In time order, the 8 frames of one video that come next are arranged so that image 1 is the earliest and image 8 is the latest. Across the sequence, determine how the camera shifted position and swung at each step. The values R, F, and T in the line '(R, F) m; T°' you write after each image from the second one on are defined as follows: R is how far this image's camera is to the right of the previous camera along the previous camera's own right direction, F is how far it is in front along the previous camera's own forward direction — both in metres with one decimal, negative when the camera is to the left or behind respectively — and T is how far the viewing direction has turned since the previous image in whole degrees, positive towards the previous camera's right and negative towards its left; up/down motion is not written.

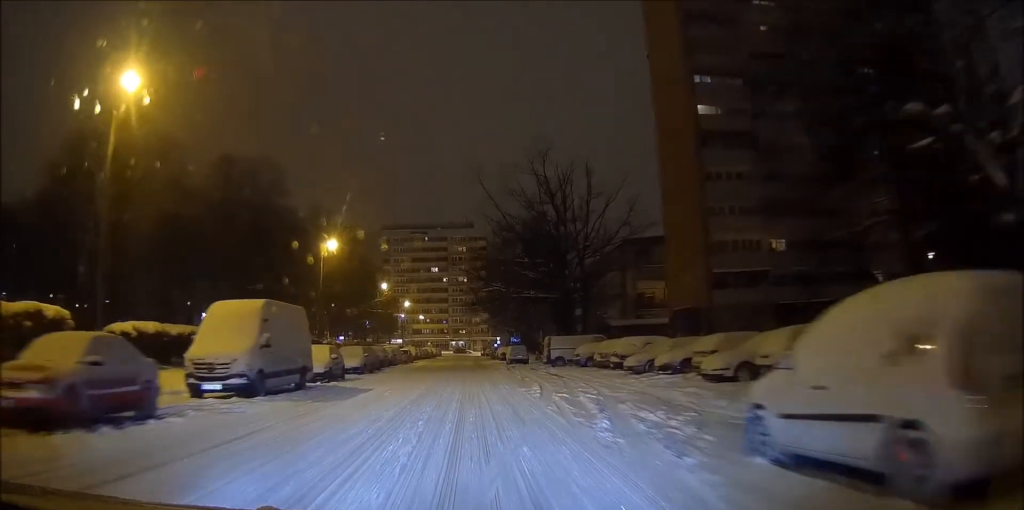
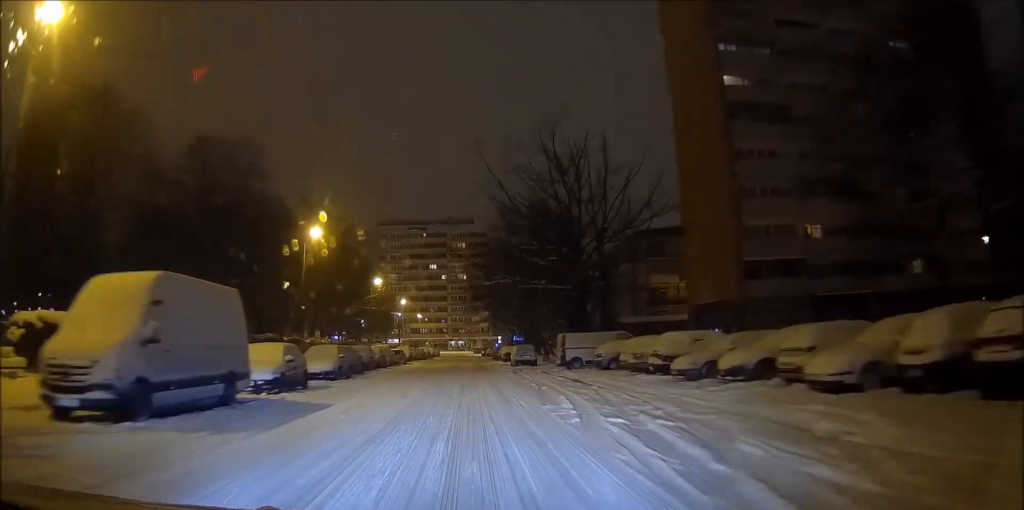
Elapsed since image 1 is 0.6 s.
(0.0, +6.7) m; 0°
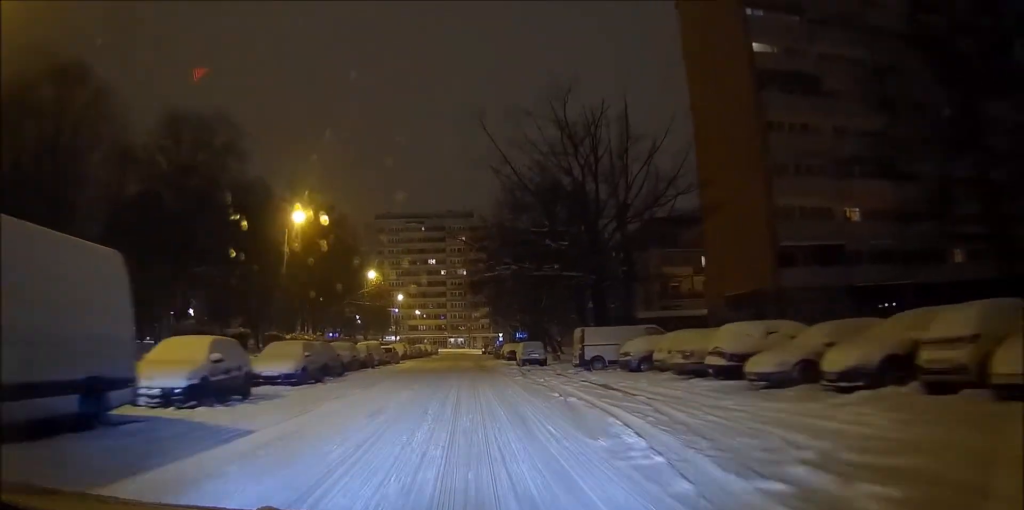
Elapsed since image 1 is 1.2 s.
(0.0, +6.0) m; 0°
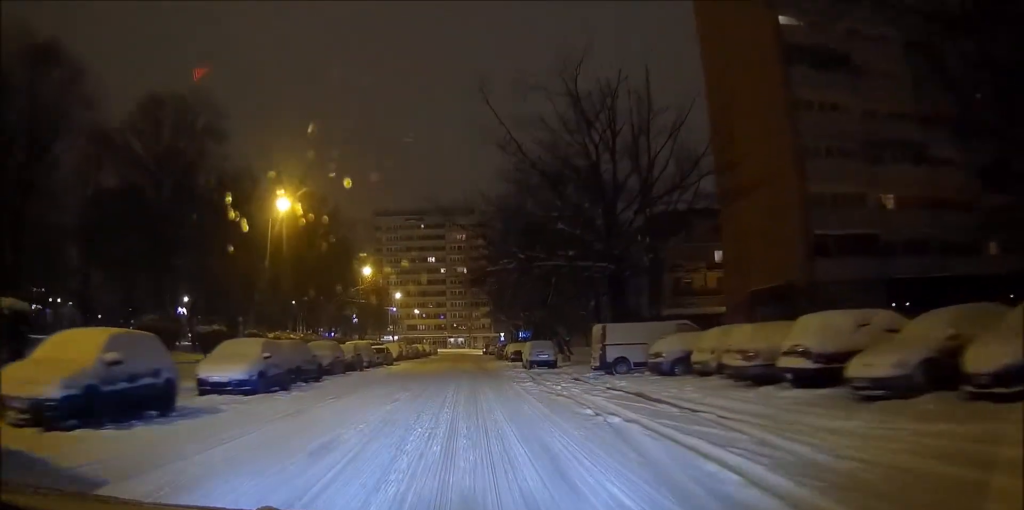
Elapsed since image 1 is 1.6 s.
(+0.1, +4.6) m; 0°
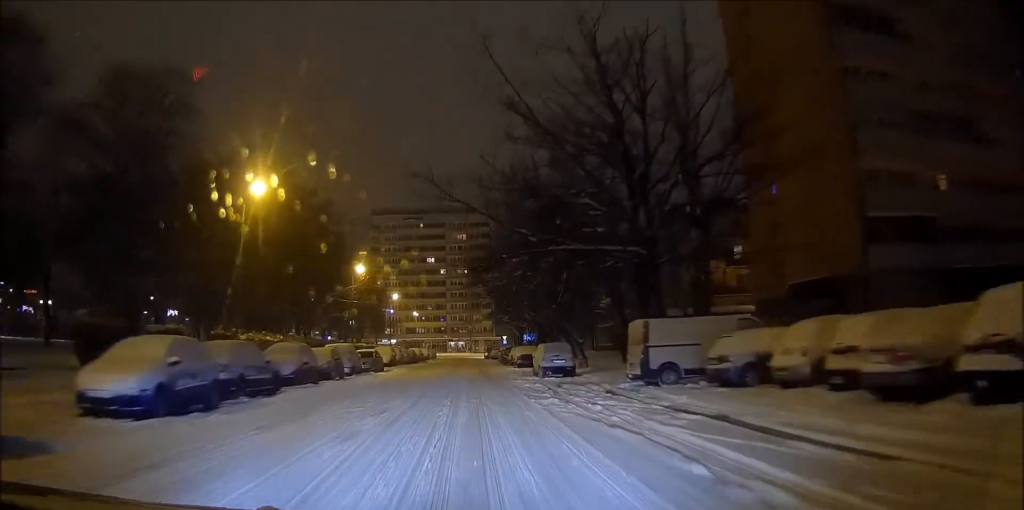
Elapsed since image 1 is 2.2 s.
(-0.1, +6.0) m; 0°
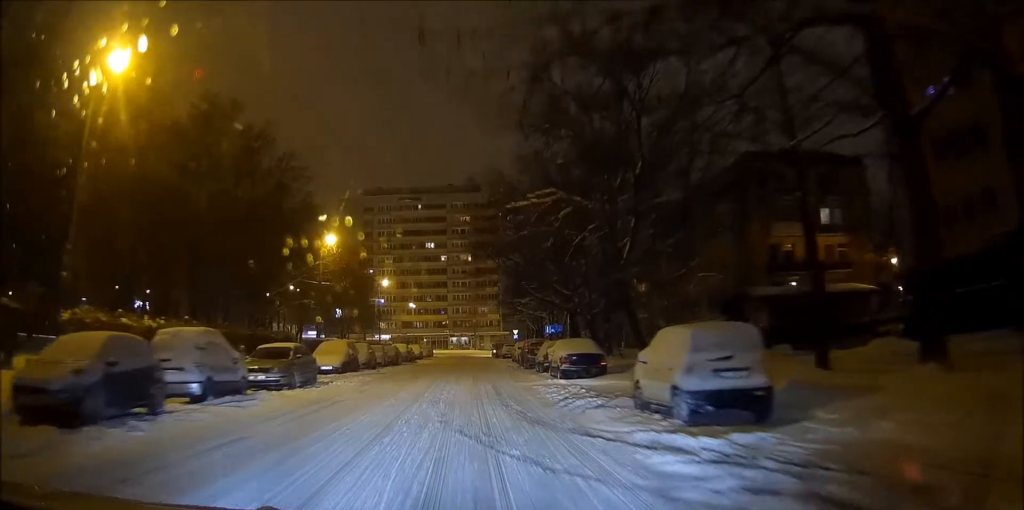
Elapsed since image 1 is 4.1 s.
(+0.1, +19.6) m; 0°
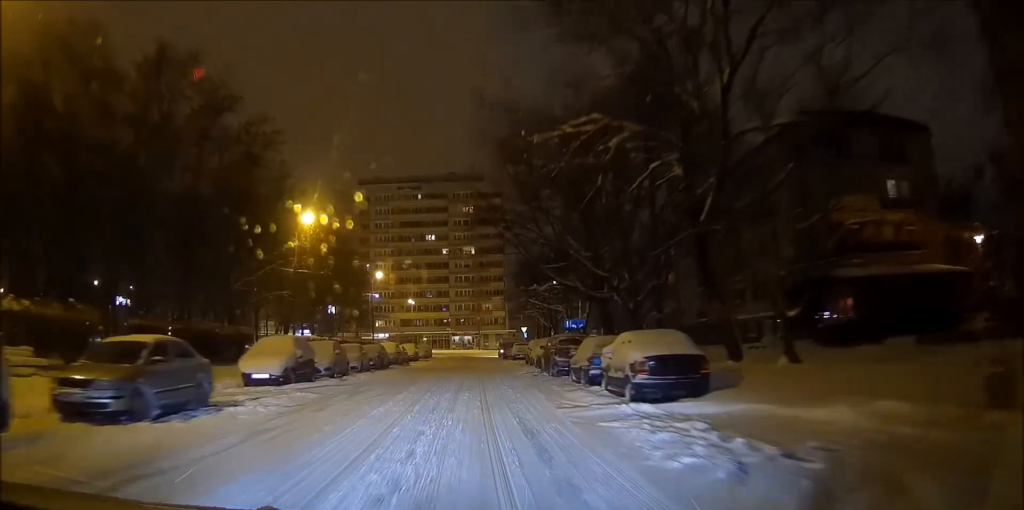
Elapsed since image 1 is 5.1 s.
(-0.1, +10.6) m; 0°
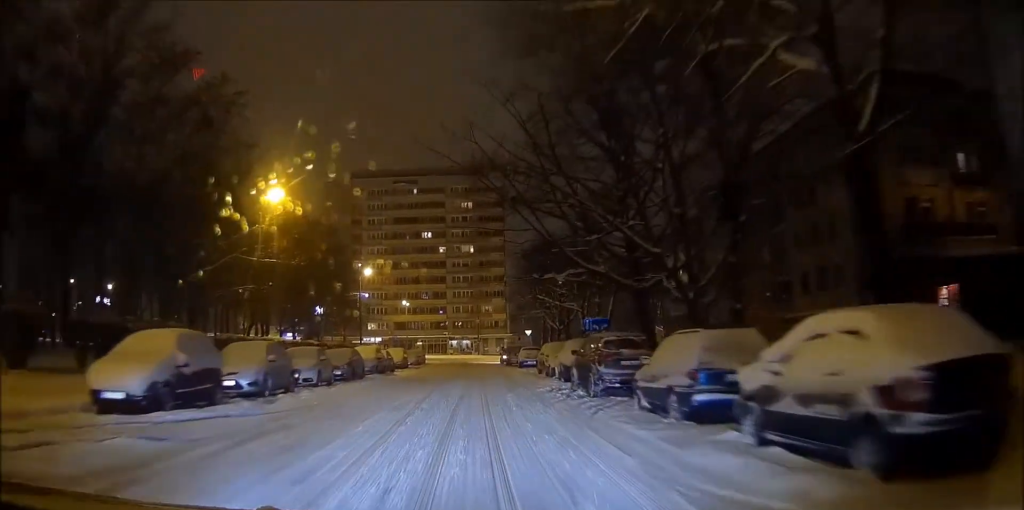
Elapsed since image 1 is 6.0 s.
(+0.1, +9.3) m; +1°
